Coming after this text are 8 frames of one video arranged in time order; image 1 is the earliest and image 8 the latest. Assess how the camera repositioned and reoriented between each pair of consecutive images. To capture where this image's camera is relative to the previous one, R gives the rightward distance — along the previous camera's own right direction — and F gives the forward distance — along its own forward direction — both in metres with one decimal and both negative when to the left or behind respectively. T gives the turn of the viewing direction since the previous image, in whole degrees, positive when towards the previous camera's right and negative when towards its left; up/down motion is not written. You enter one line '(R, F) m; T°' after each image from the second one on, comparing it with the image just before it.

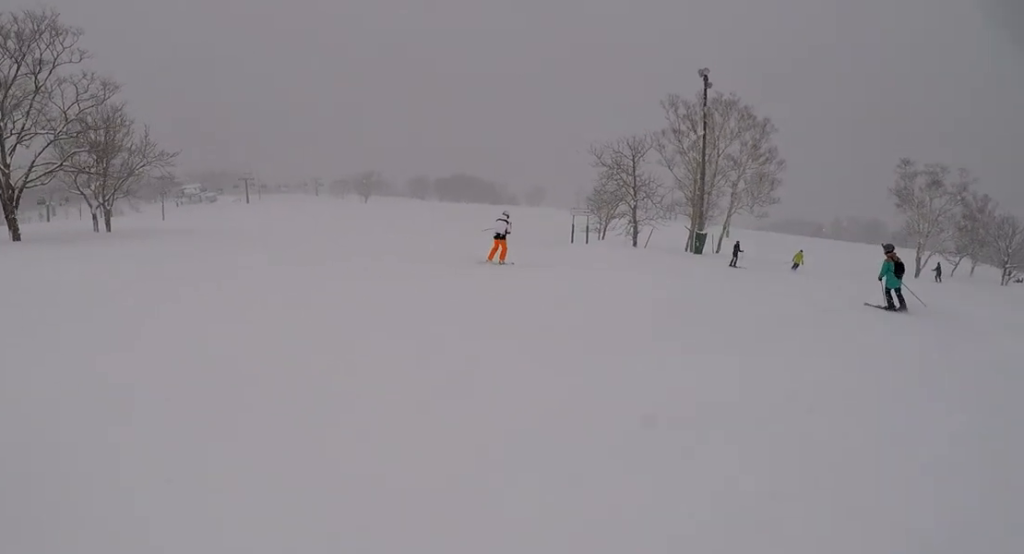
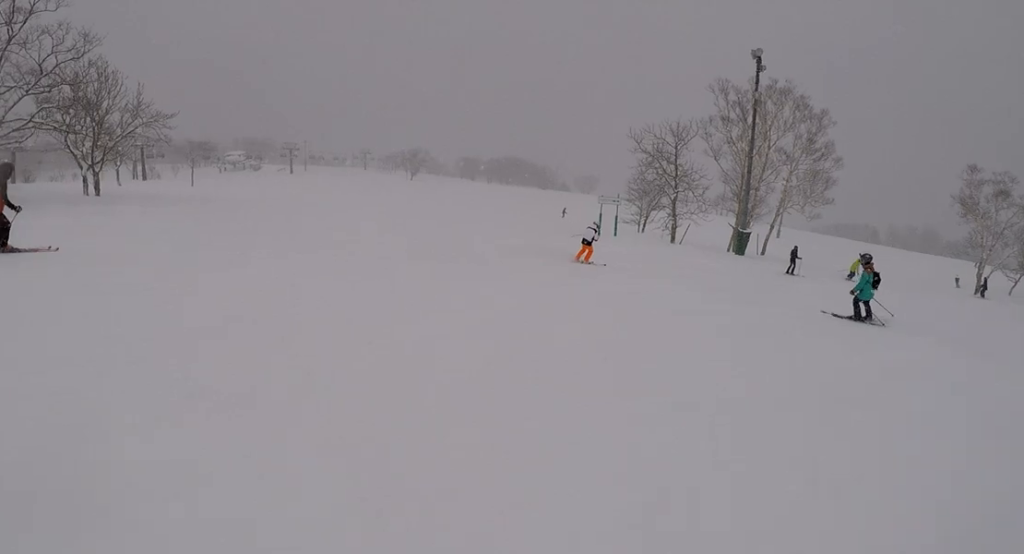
(-0.1, +5.1) m; -7°
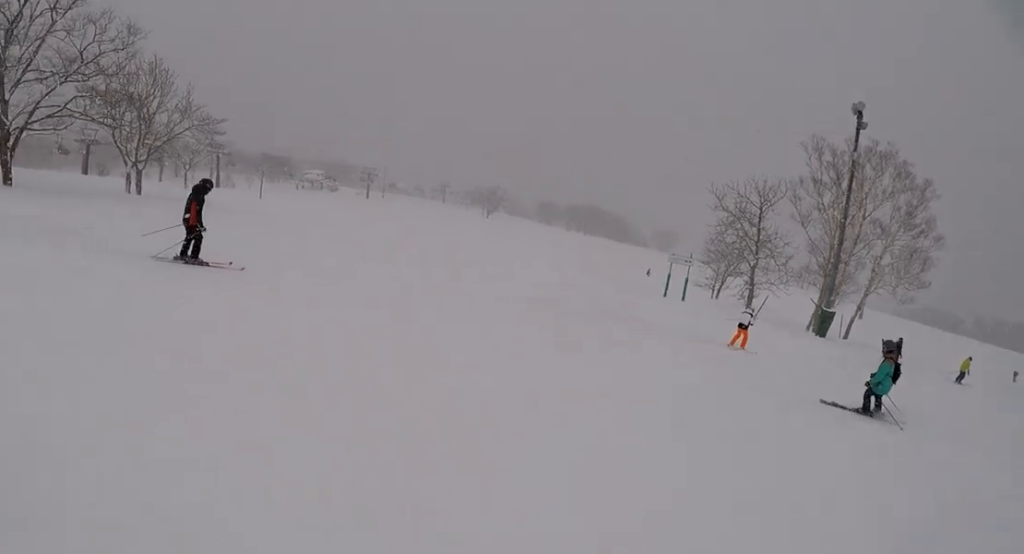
(-0.3, +3.9) m; -9°
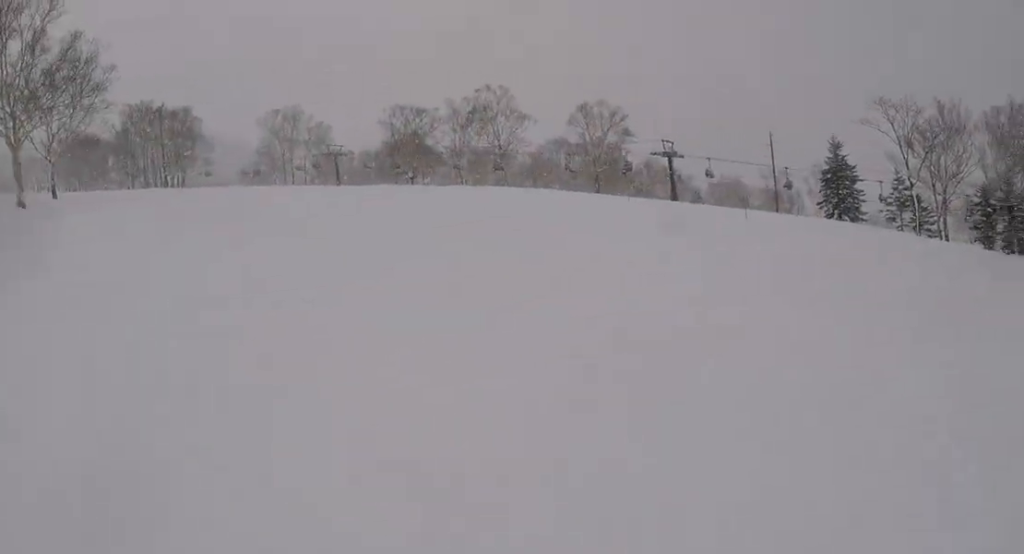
(-1.1, +7.3) m; -19°
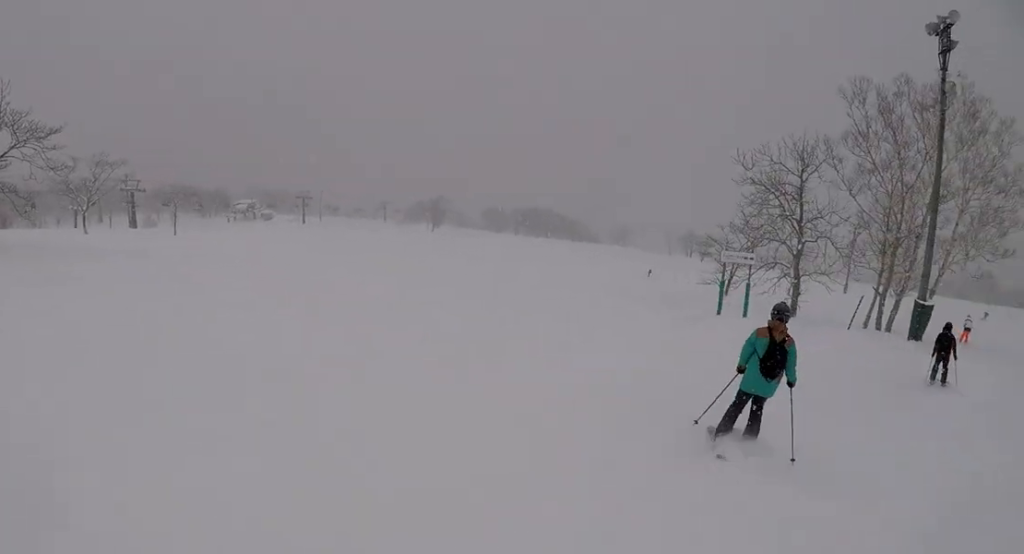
(-1.3, +7.1) m; -11°
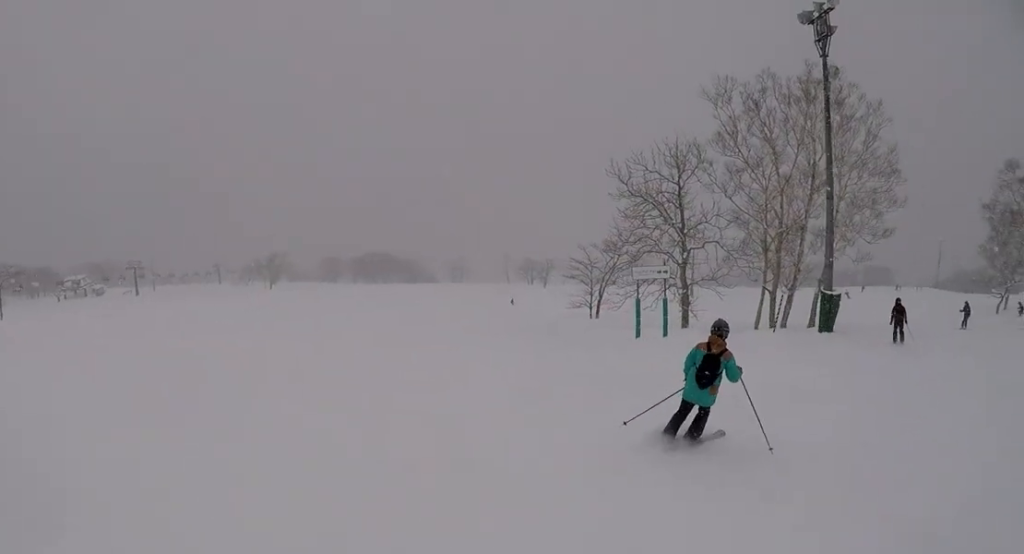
(+0.1, +4.6) m; +7°
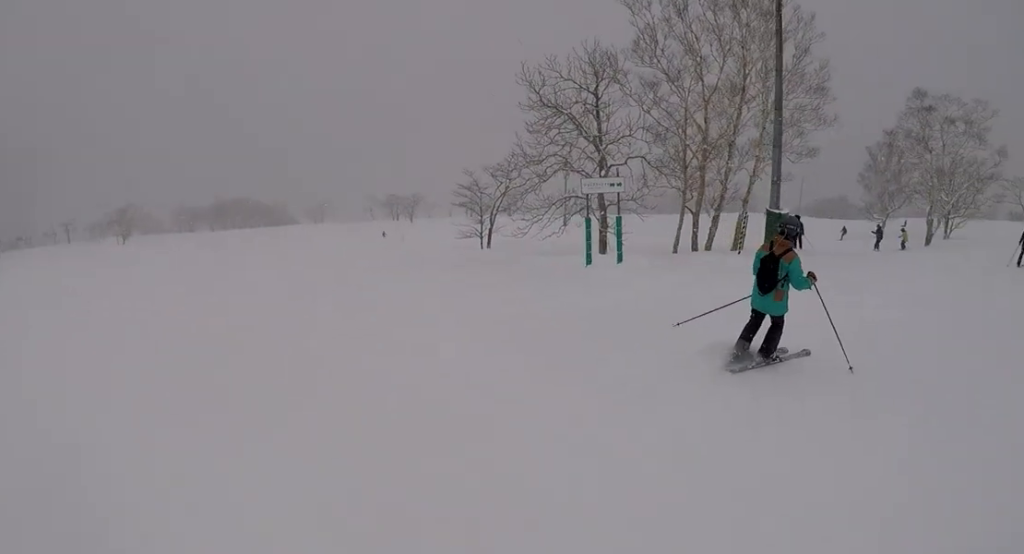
(+0.5, +4.8) m; +17°
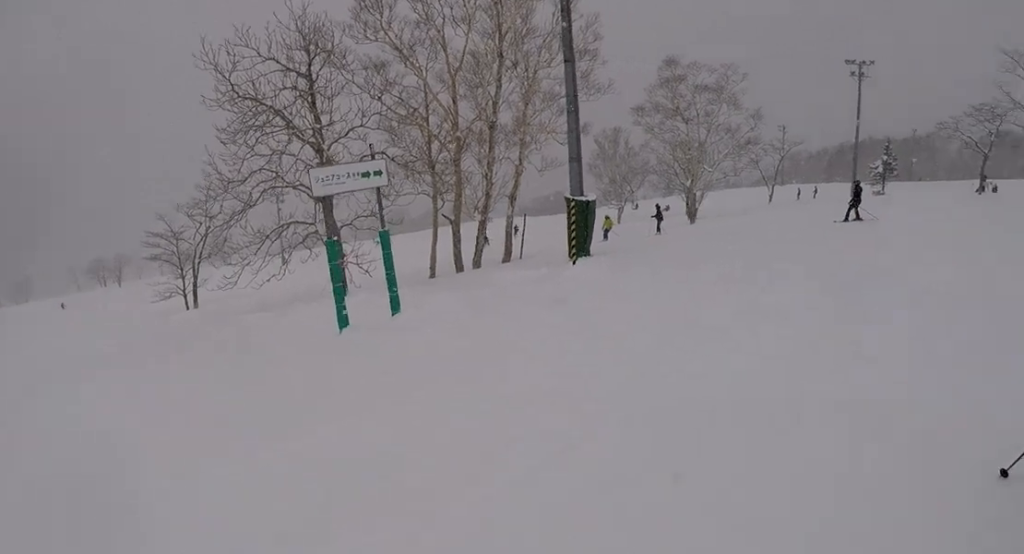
(+2.2, +6.4) m; +40°
